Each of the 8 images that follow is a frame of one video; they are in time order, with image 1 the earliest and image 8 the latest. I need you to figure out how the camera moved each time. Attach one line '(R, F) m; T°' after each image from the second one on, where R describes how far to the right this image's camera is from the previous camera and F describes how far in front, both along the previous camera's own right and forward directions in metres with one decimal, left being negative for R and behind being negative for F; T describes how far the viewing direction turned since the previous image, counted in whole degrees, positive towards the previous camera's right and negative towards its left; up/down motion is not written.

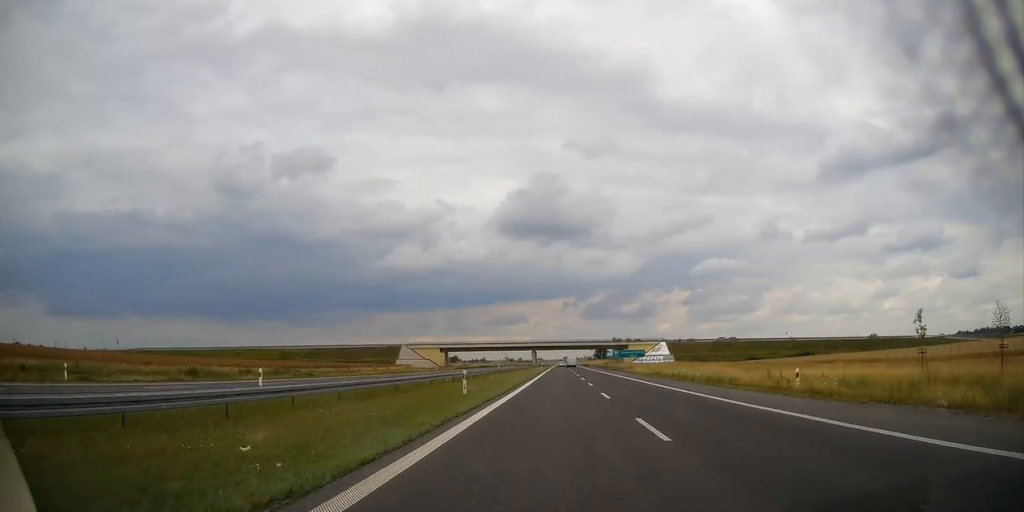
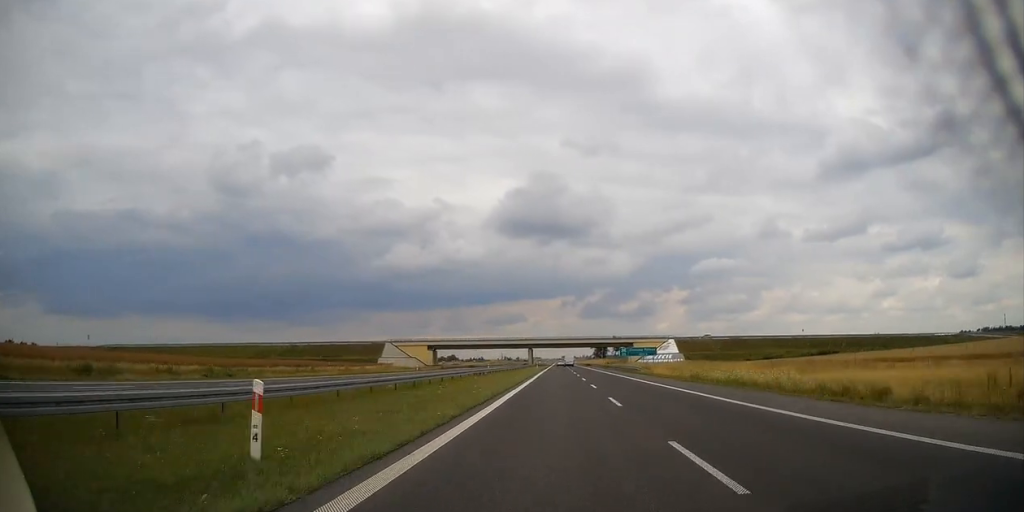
(+0.1, +16.2) m; 0°
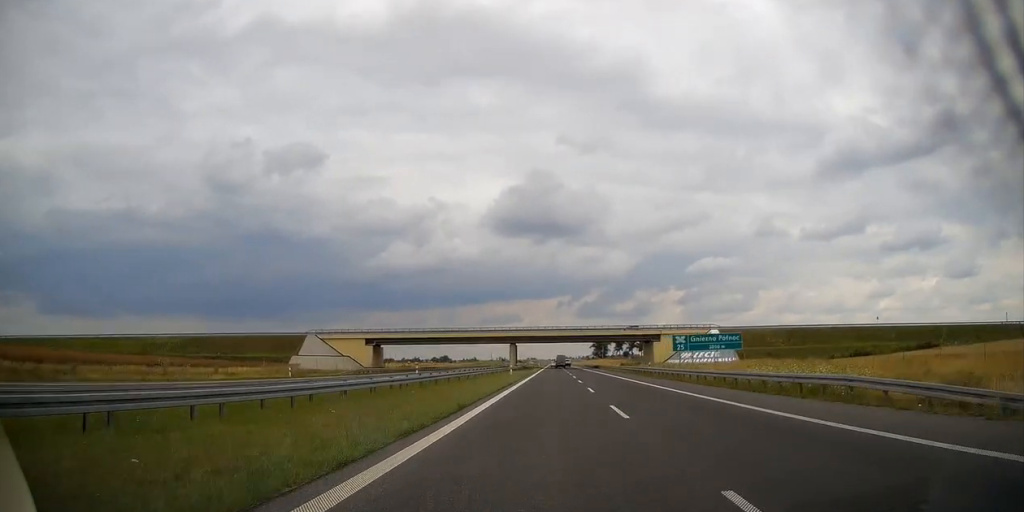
(0.0, +52.3) m; 0°
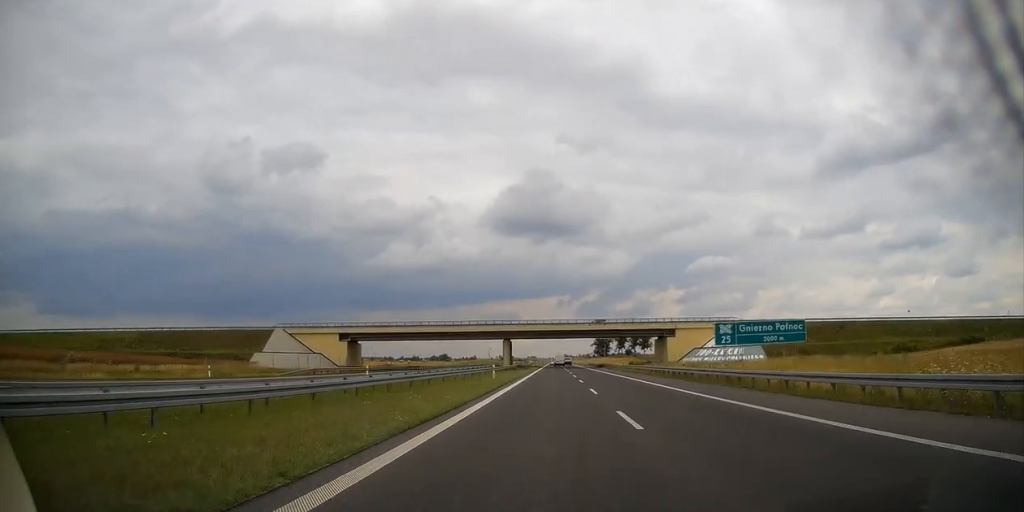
(0.0, +14.9) m; 0°
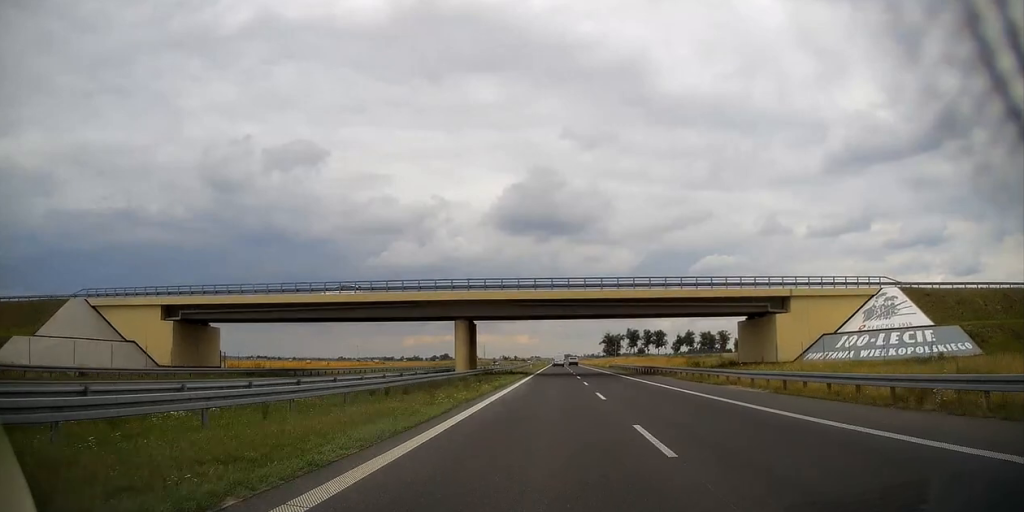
(0.0, +51.9) m; 0°
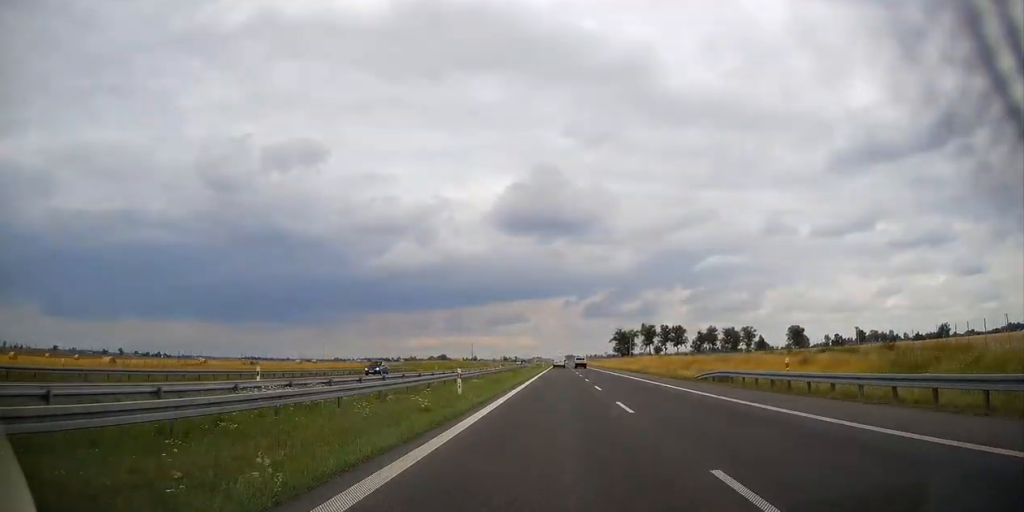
(+0.5, +66.1) m; 0°
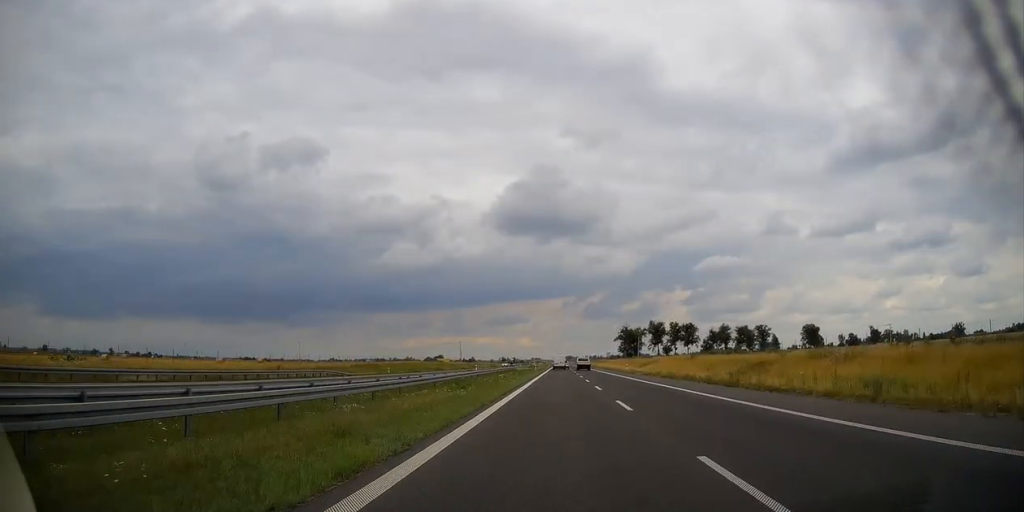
(-0.4, +35.4) m; -1°
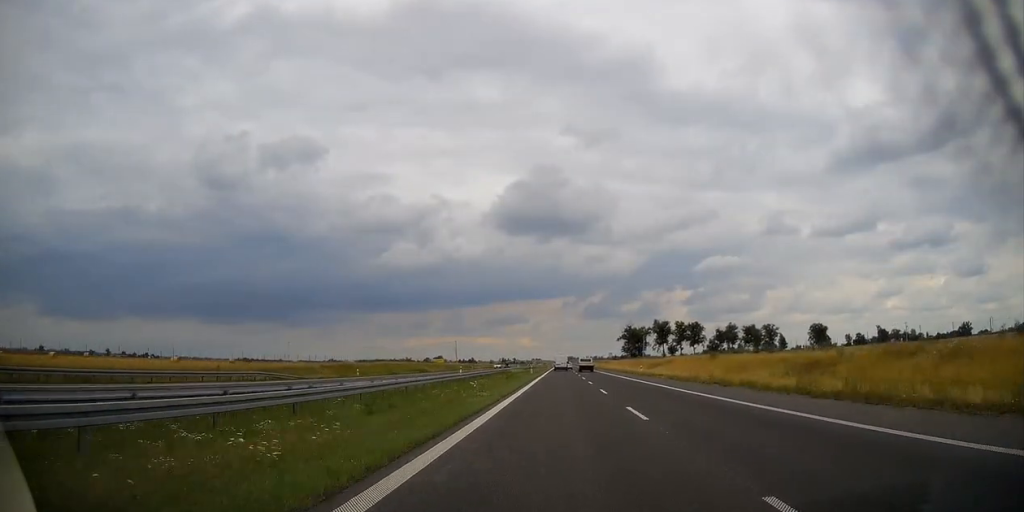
(0.0, +14.7) m; 0°
